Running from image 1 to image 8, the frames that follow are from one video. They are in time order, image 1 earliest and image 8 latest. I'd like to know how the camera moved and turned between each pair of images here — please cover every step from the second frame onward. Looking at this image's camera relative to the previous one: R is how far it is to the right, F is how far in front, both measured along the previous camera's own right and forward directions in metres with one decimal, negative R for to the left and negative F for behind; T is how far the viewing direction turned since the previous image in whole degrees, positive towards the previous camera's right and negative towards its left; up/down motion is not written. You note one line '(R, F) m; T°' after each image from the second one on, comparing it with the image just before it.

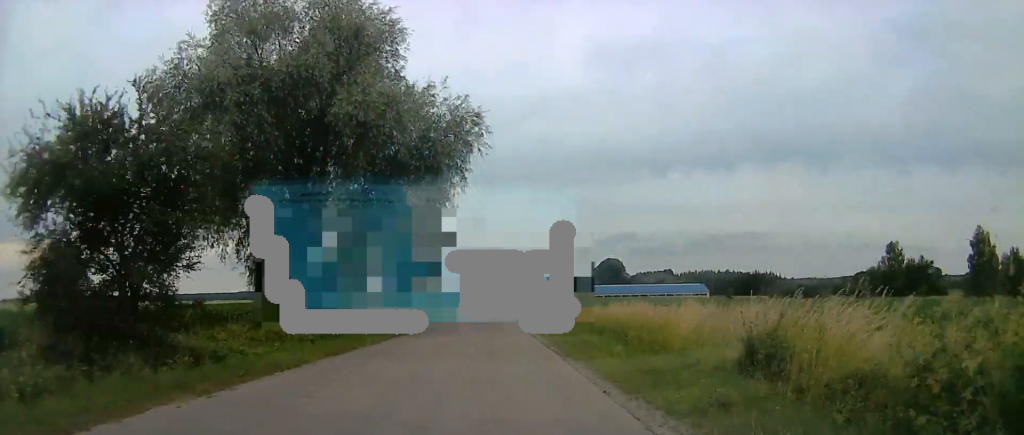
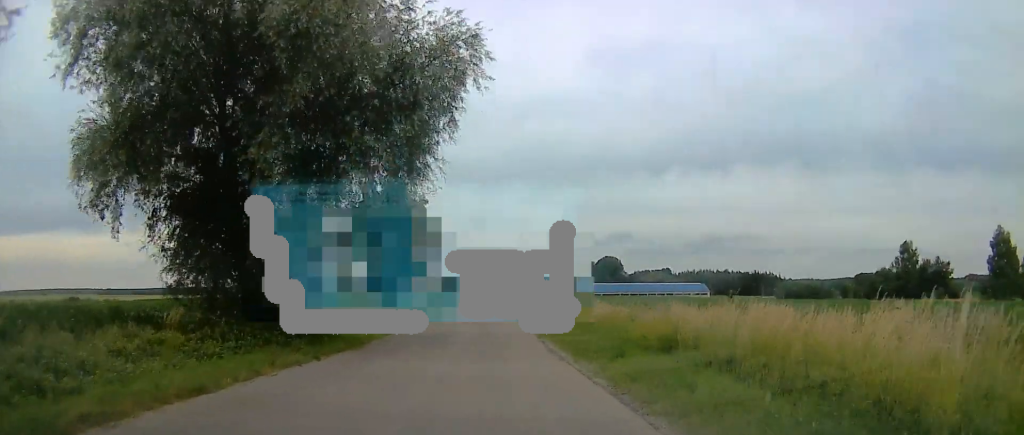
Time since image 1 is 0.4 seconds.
(0.0, +8.5) m; 0°
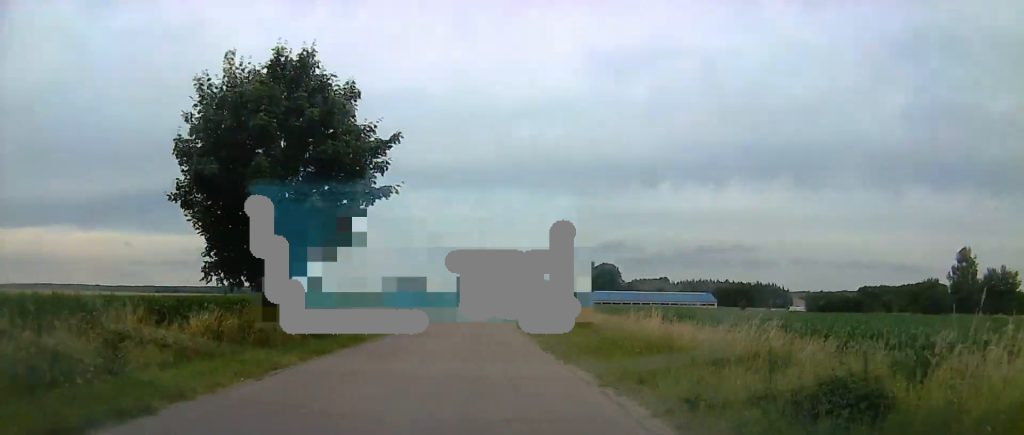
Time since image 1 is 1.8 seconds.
(-0.1, +30.3) m; -1°
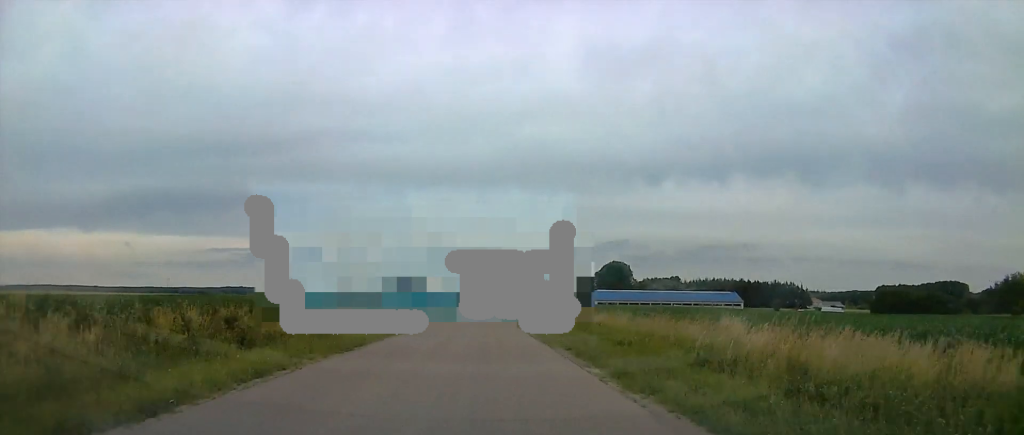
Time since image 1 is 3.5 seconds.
(-0.6, +39.3) m; -1°
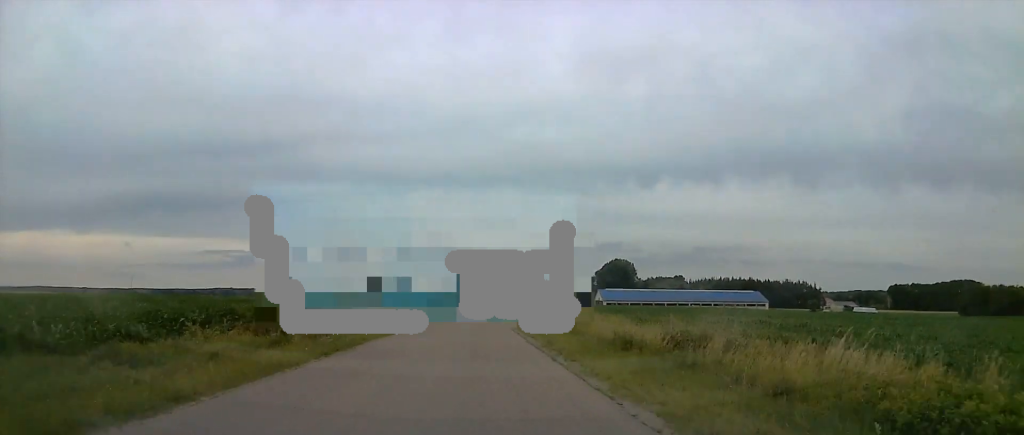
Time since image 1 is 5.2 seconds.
(+0.7, +36.5) m; +2°
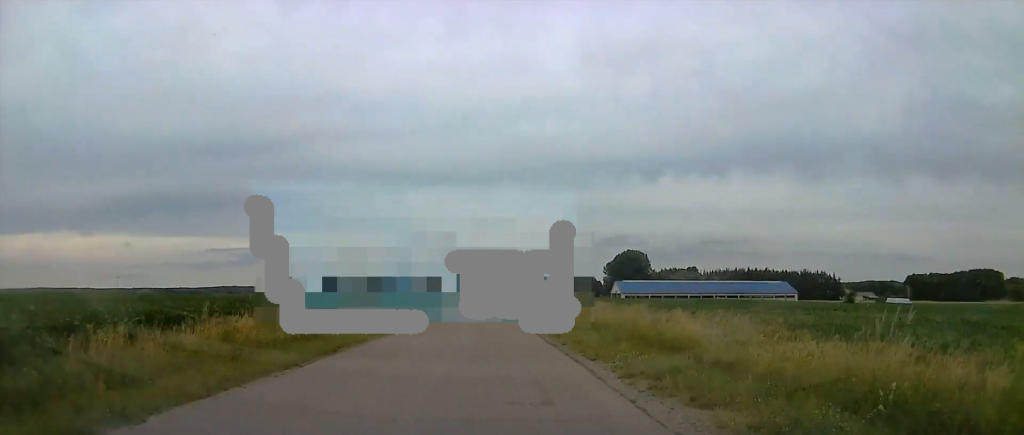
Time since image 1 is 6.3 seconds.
(0.0, +22.6) m; 0°
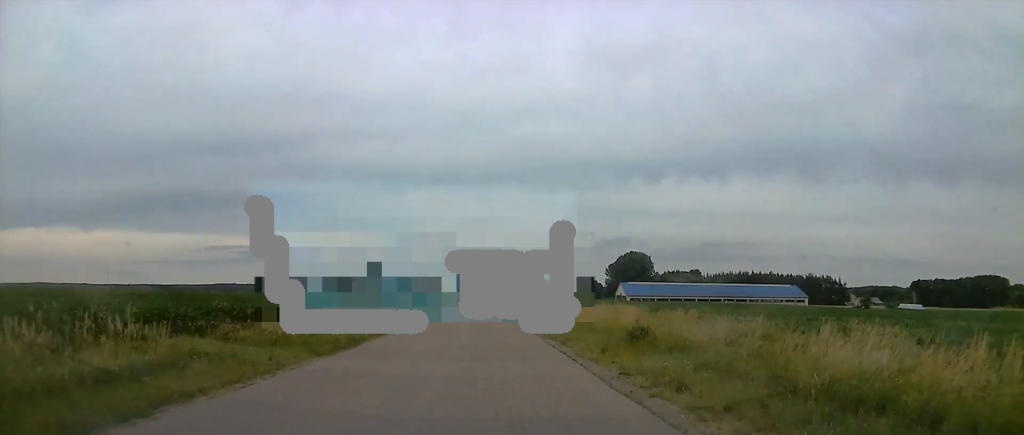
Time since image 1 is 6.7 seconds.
(0.0, +9.4) m; 0°
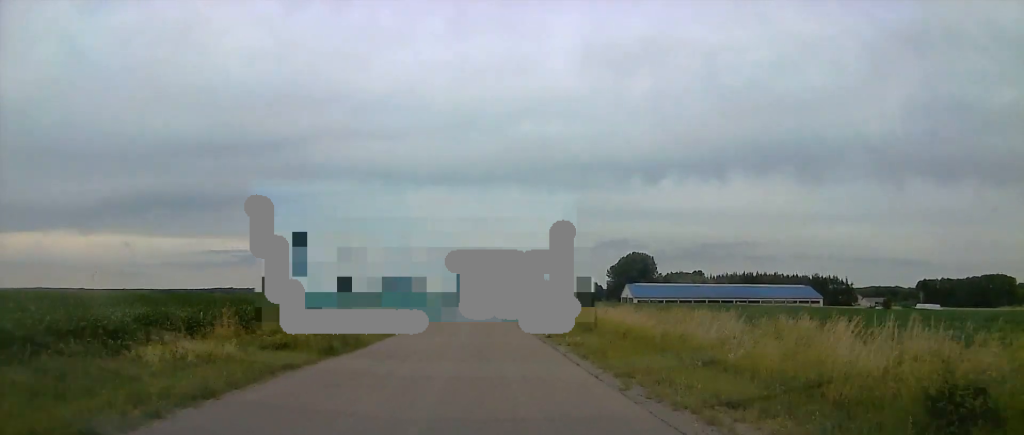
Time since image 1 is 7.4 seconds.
(0.0, +12.4) m; 0°
